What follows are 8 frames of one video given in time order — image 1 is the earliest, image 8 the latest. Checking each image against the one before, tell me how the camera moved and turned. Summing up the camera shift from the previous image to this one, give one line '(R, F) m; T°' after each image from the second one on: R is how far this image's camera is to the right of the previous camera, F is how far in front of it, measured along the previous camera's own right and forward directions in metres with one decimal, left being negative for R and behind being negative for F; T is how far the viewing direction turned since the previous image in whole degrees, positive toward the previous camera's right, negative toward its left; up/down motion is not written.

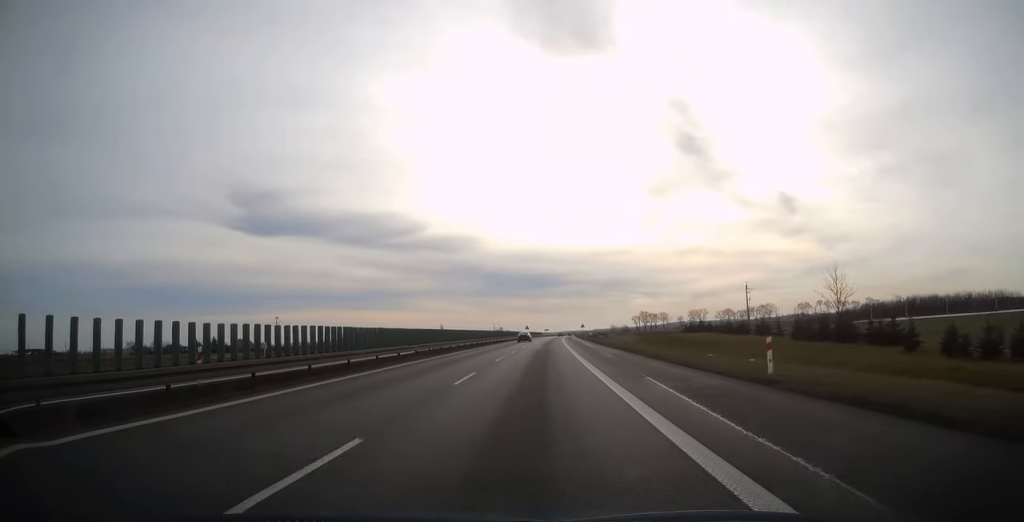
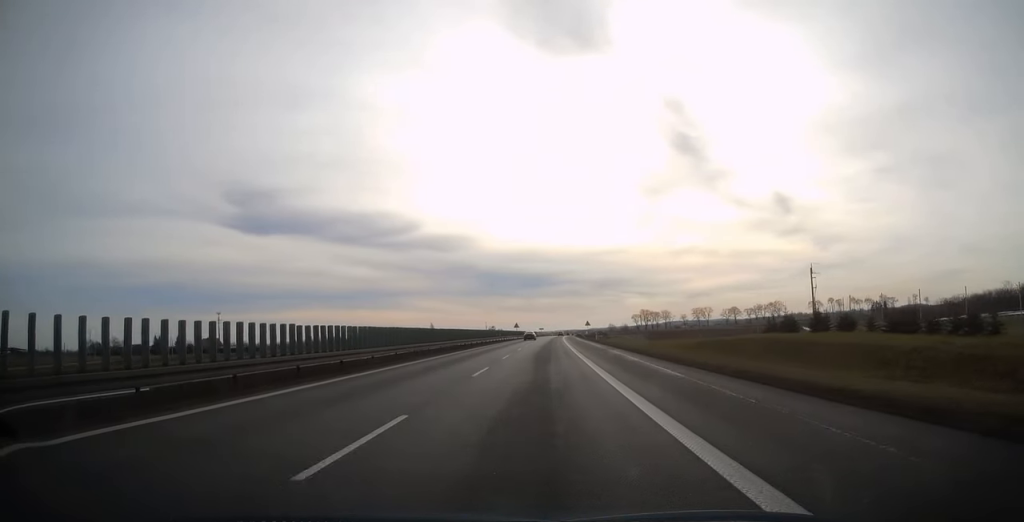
(+0.2, +33.2) m; 0°
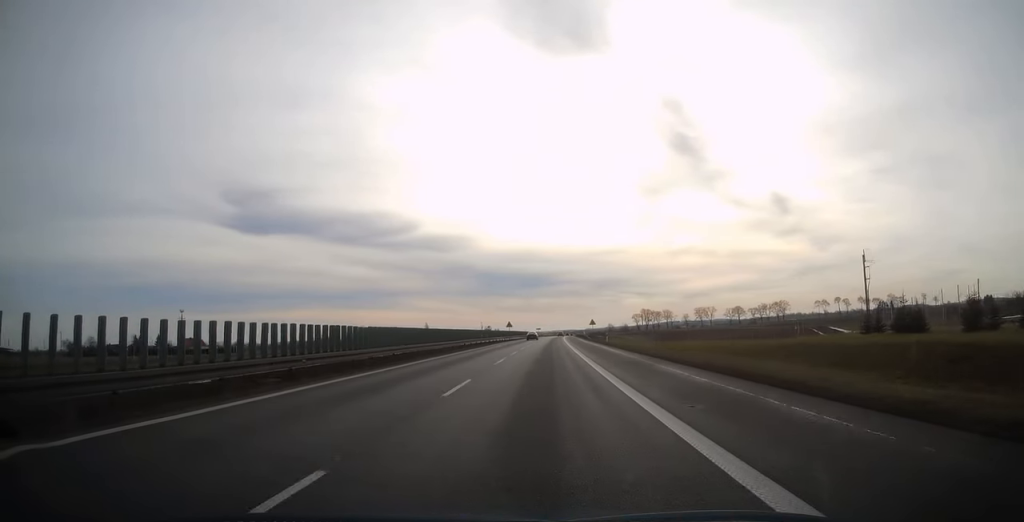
(0.0, +16.8) m; 0°
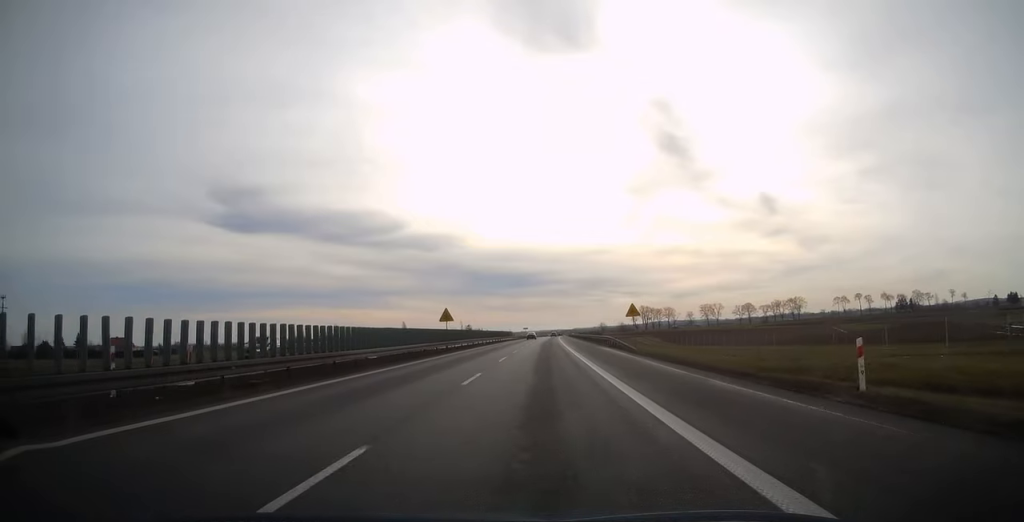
(+0.5, +55.5) m; +1°
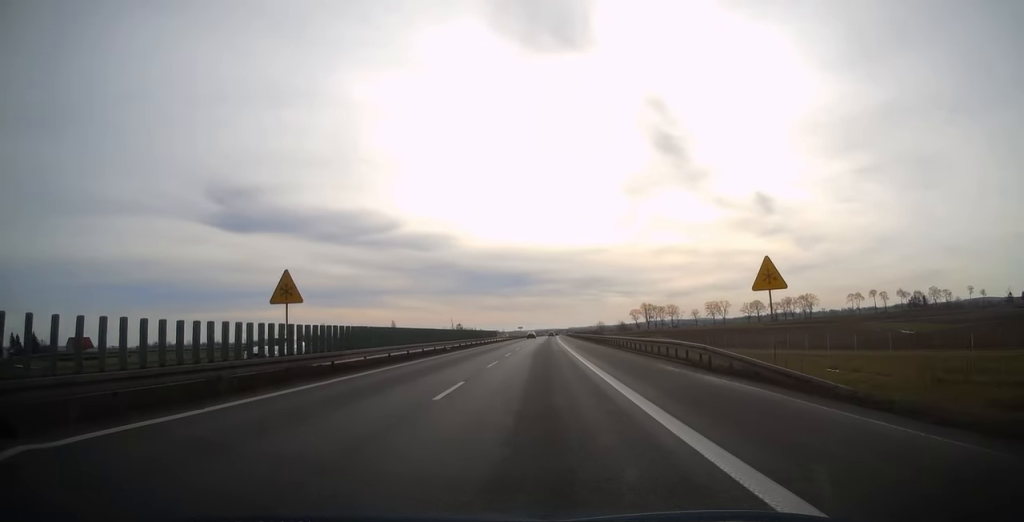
(0.0, +28.0) m; +1°
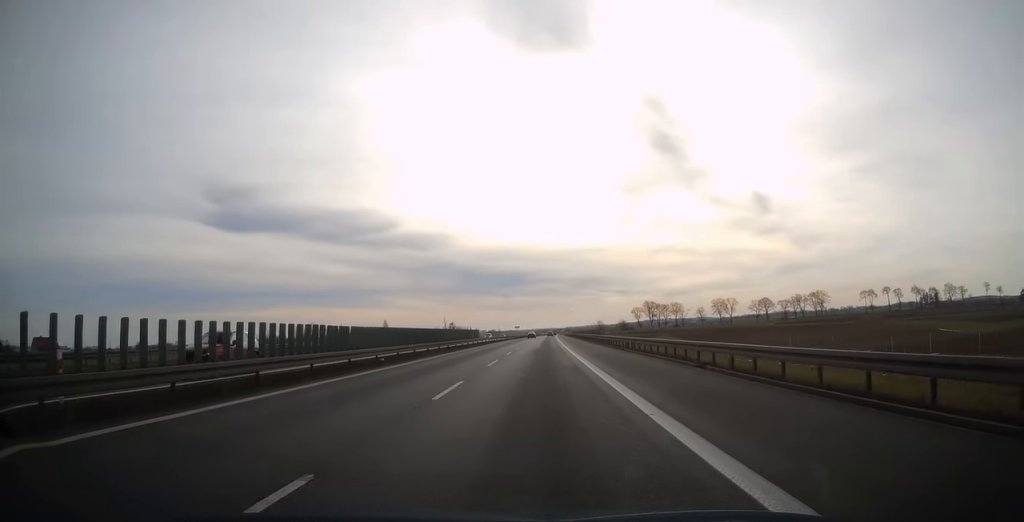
(+0.2, +22.0) m; 0°
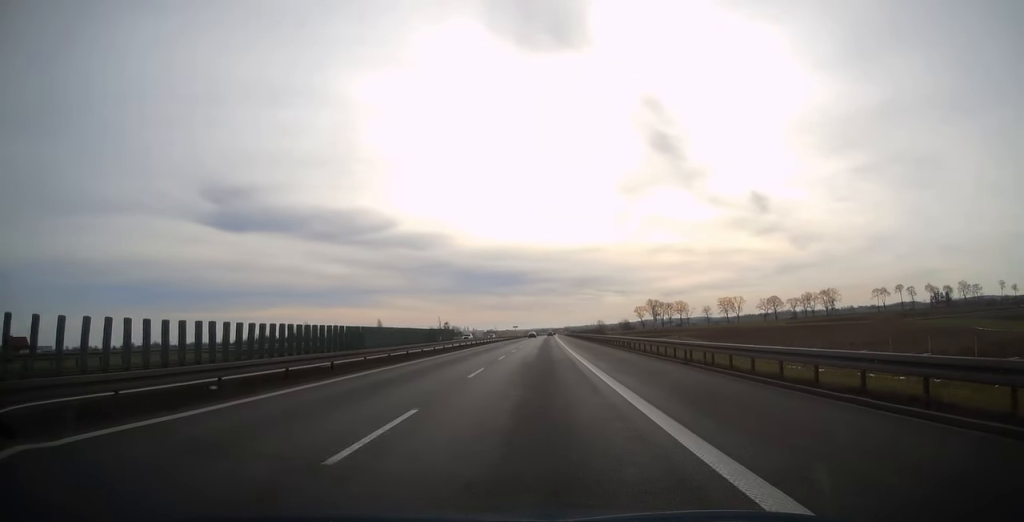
(+0.1, +17.9) m; 0°
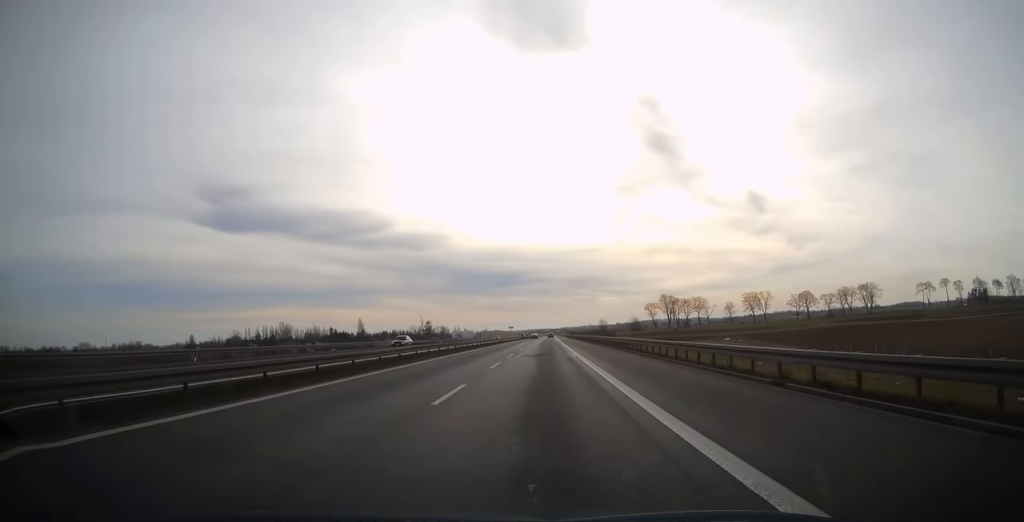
(+0.1, +53.6) m; 0°
